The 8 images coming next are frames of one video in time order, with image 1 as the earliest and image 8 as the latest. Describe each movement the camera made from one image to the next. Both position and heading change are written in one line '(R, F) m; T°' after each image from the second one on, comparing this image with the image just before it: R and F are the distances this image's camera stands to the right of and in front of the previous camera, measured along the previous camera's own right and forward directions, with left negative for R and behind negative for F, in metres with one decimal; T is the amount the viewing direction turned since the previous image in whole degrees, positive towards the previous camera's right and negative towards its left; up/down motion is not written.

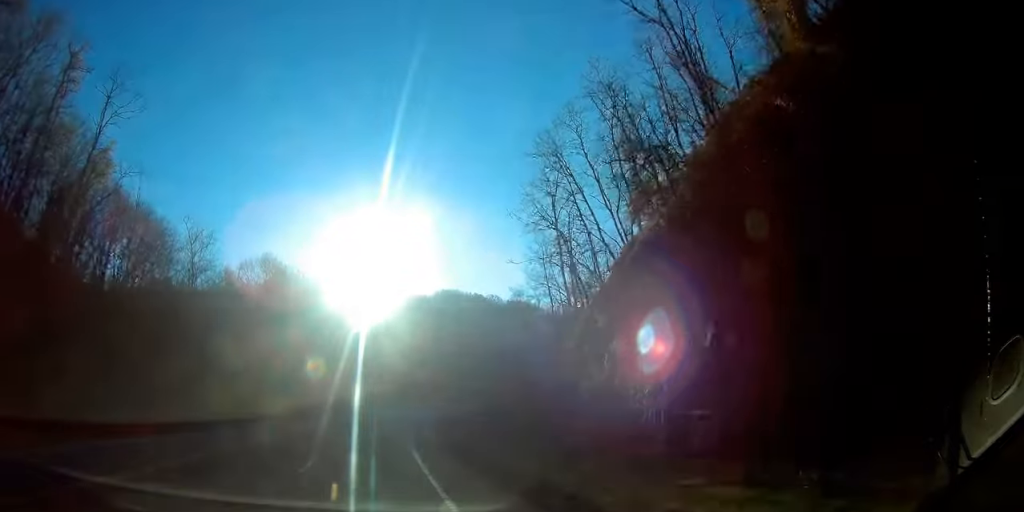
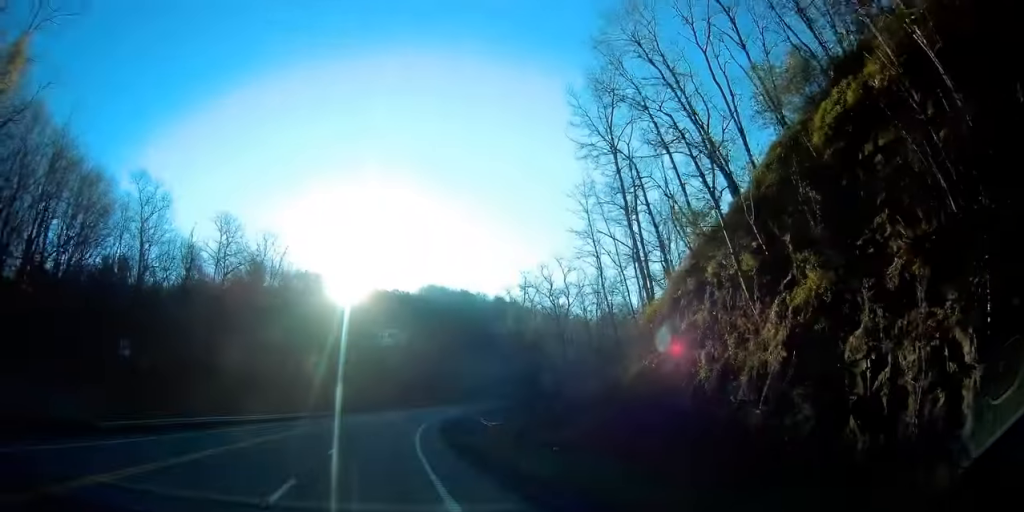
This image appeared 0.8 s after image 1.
(+0.1, +14.9) m; +2°
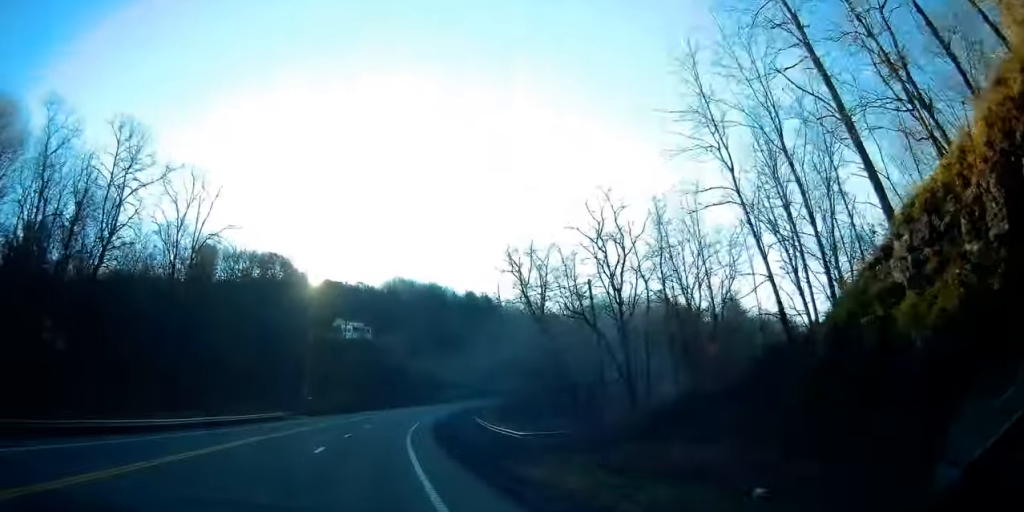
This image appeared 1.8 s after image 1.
(+0.4, +18.8) m; +3°
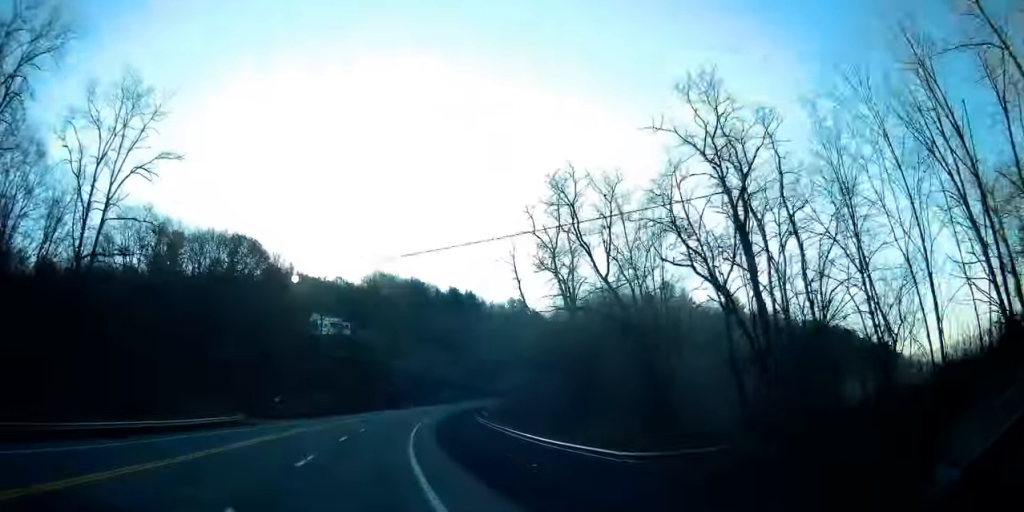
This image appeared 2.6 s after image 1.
(+0.3, +14.6) m; +3°
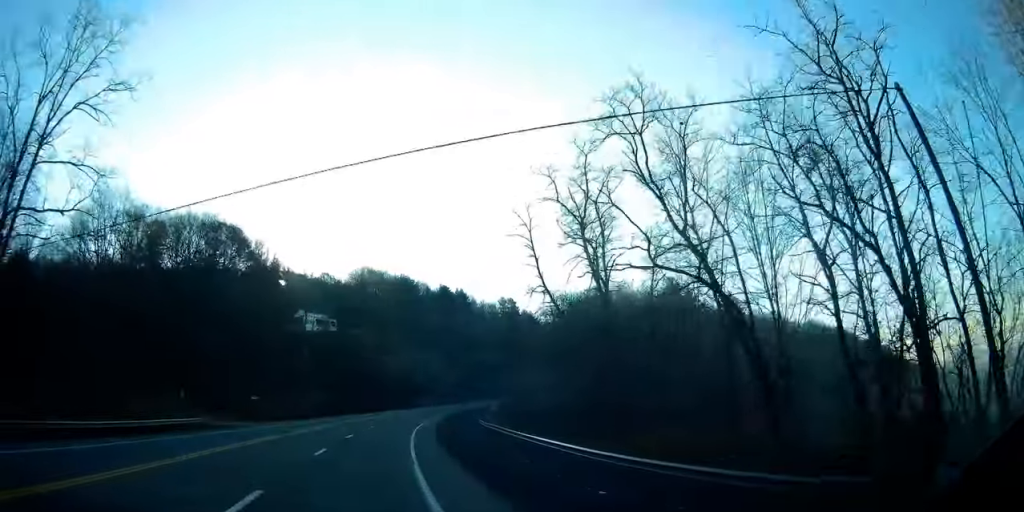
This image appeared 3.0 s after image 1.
(+0.1, +8.3) m; +1°
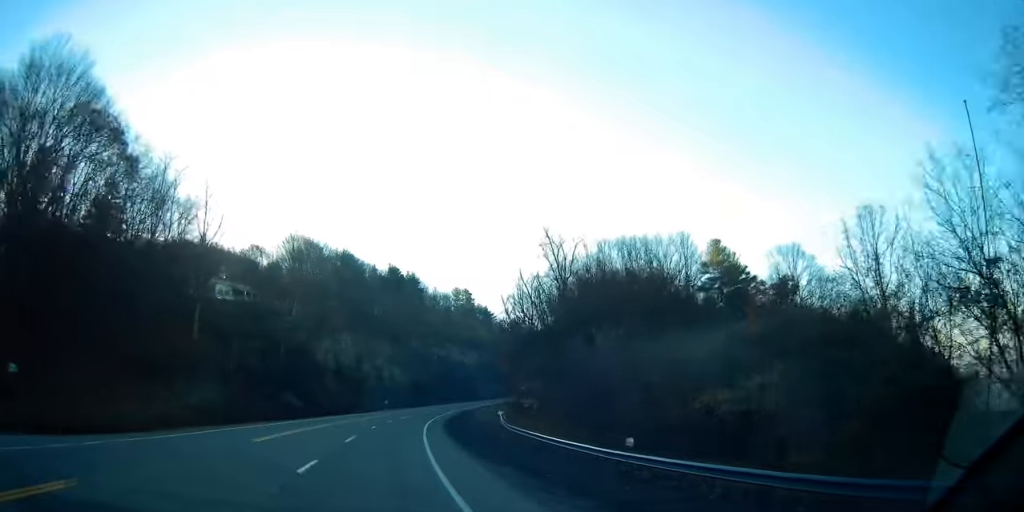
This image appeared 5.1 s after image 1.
(+1.8, +41.0) m; +6°
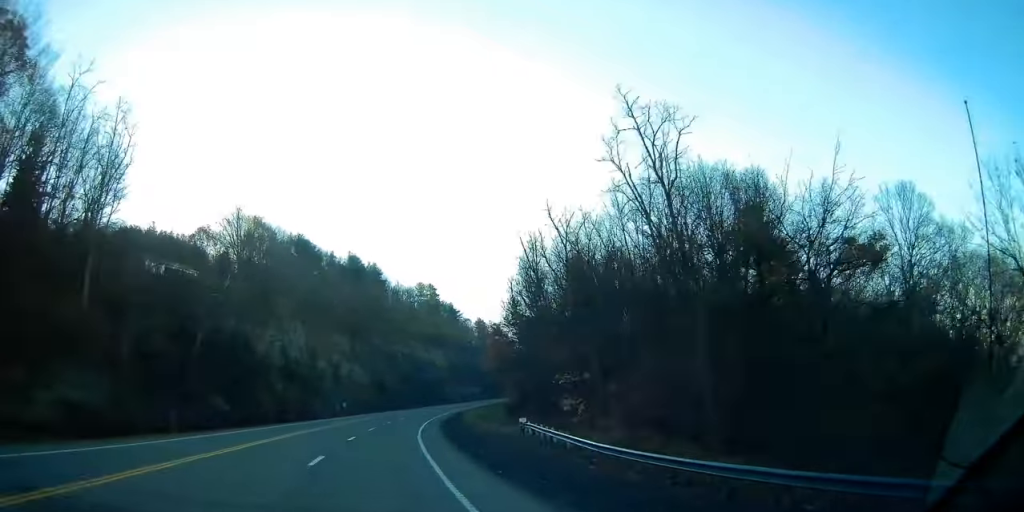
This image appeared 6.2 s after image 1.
(+1.0, +21.5) m; +4°
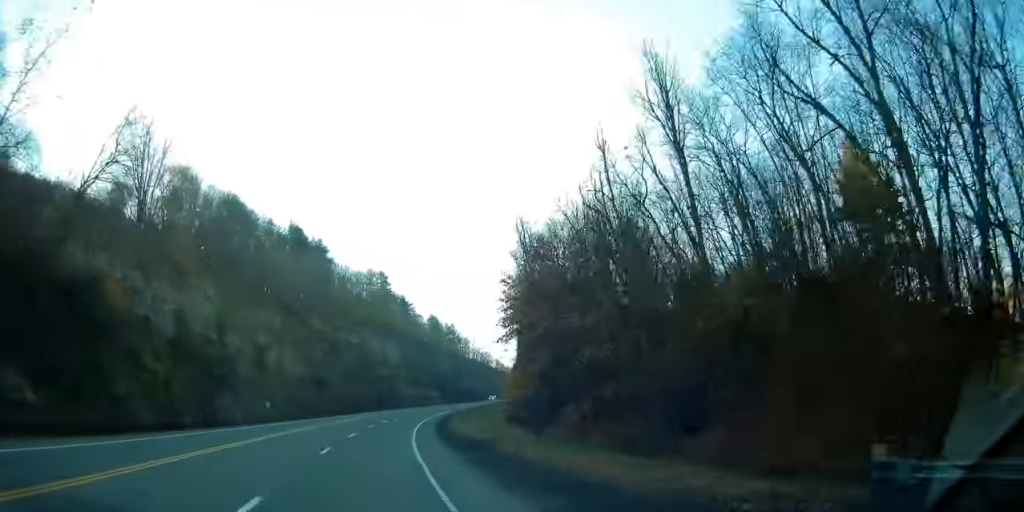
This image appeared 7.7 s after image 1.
(+1.2, +32.1) m; +5°
